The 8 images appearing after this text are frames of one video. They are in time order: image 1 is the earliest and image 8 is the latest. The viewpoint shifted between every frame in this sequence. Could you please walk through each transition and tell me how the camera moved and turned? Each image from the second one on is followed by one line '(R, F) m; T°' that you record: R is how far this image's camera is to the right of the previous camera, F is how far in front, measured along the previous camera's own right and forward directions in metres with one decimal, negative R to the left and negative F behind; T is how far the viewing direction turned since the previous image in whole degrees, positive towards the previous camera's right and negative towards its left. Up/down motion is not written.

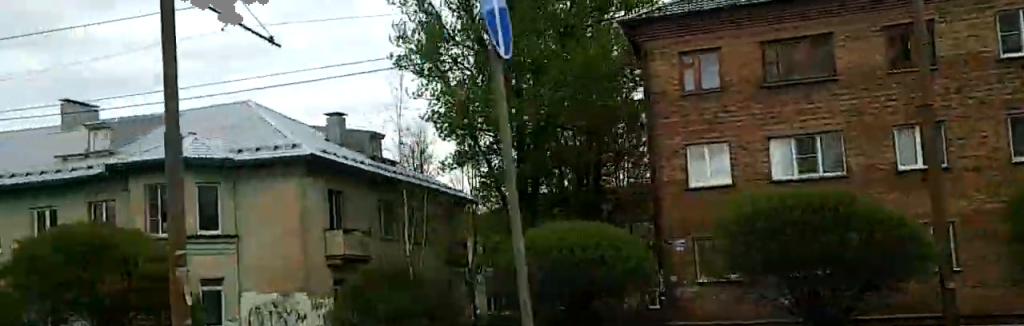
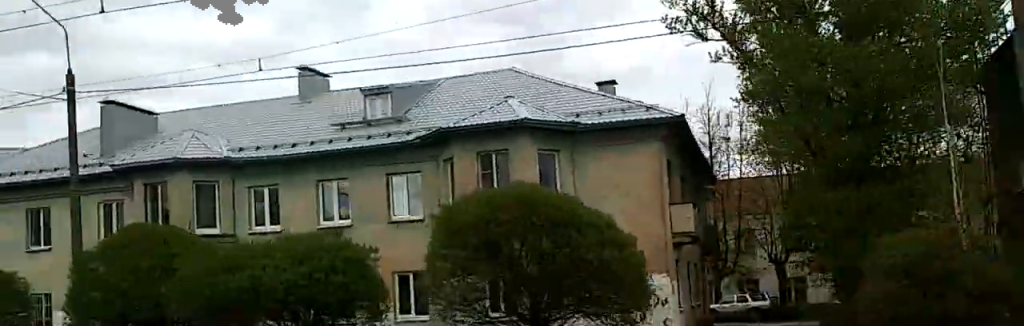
(0.0, +11.4) m; +3°
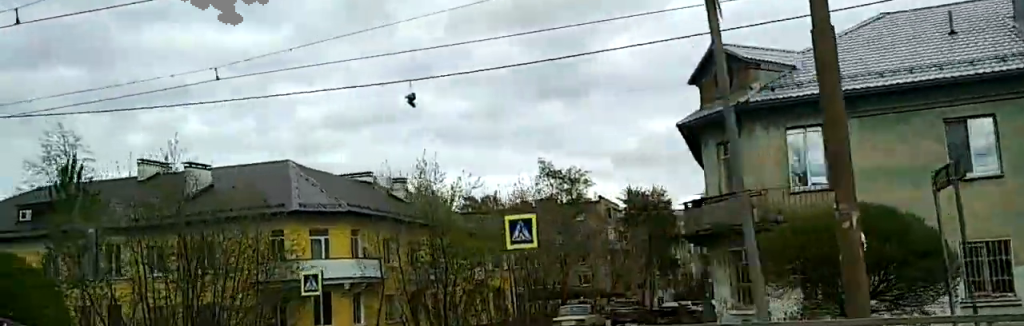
(+1.5, +32.3) m; +1°
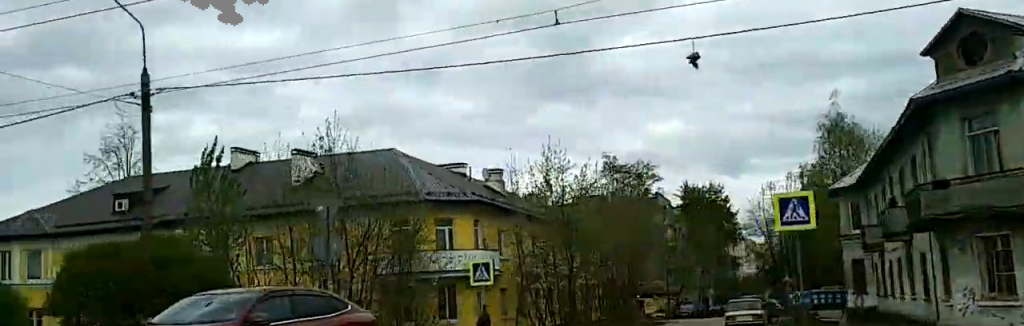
(0.0, +6.4) m; -1°
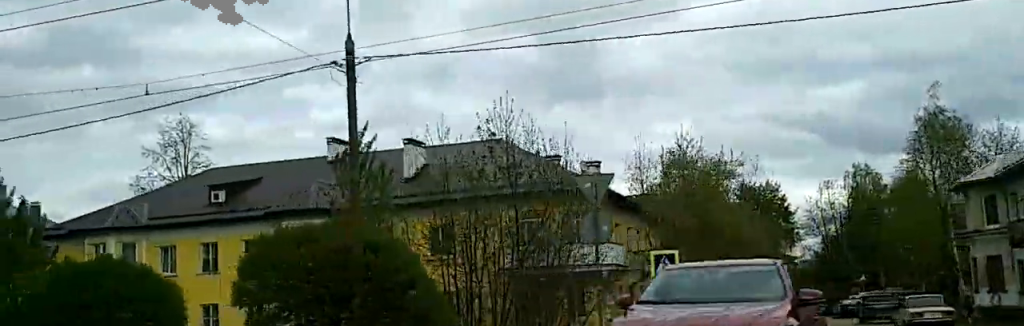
(-0.2, +6.4) m; 0°
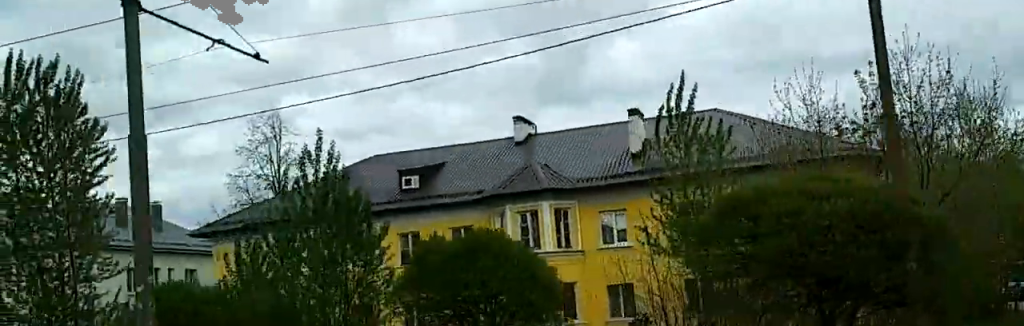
(+0.1, +12.6) m; 0°
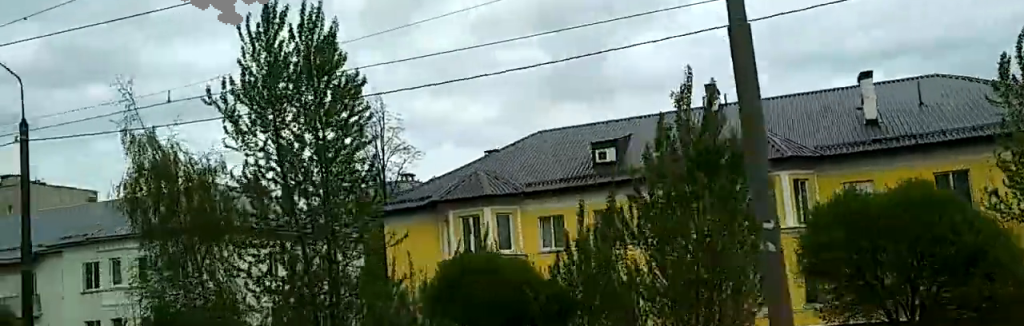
(-0.1, +9.1) m; +1°
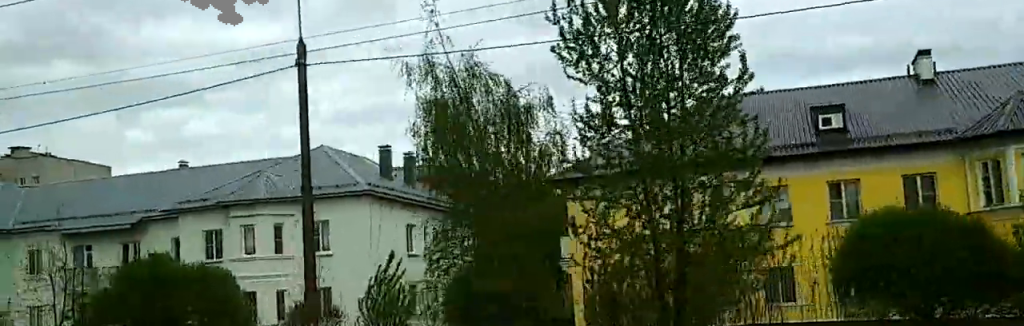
(+0.2, +10.7) m; +1°
